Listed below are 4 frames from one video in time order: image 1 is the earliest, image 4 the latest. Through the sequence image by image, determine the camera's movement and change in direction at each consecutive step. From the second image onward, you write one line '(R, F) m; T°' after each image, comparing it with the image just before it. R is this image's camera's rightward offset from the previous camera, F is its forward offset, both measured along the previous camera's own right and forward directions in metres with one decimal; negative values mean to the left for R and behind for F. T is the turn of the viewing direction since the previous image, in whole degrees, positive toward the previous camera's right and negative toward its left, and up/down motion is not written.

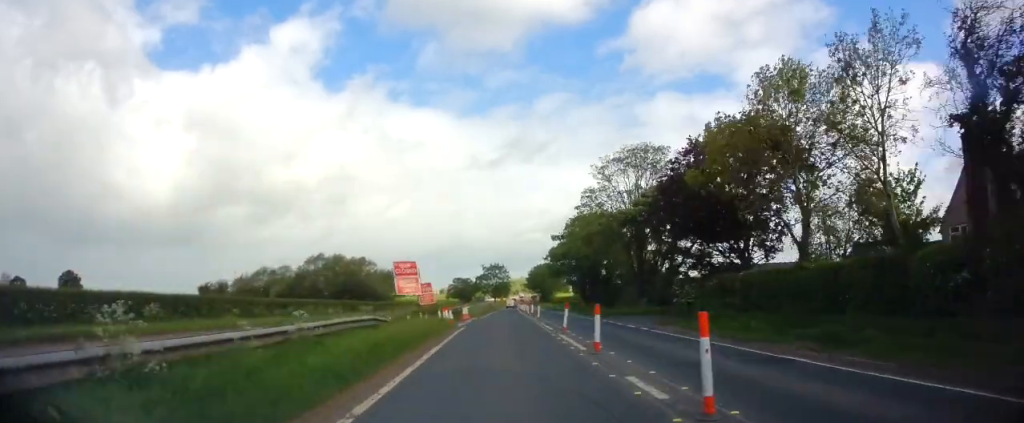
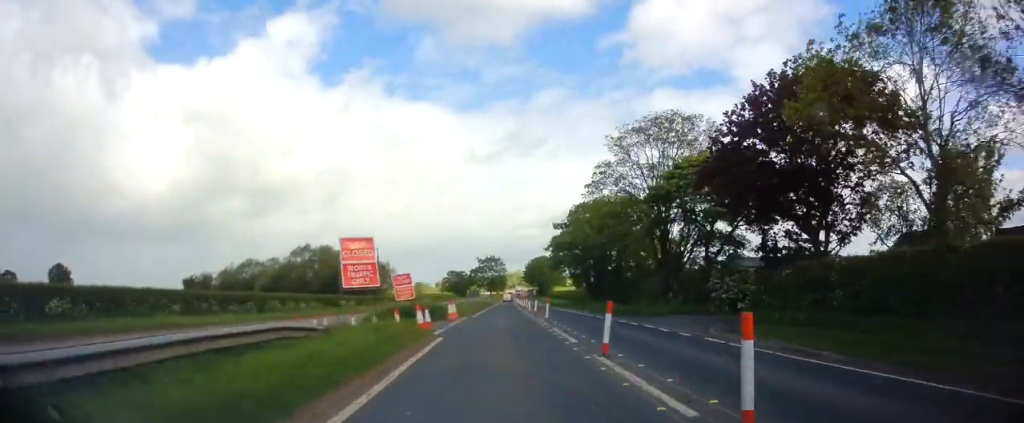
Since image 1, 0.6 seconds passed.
(0.0, +7.6) m; +1°
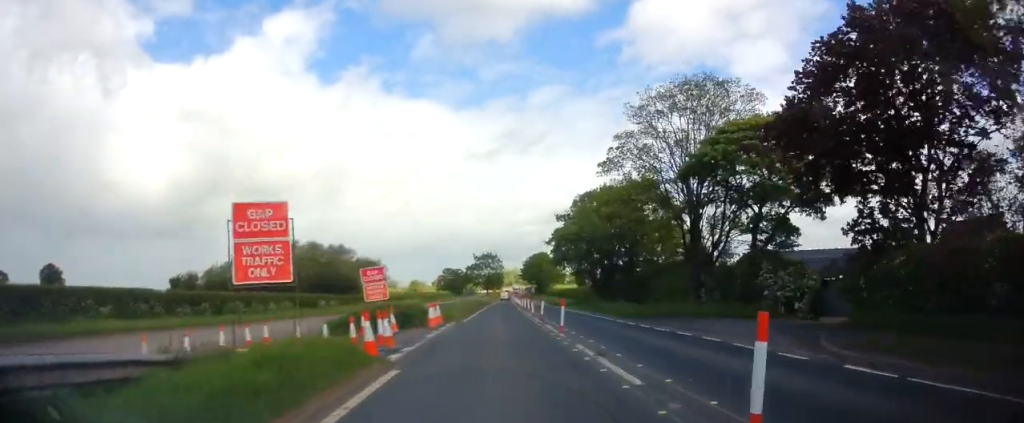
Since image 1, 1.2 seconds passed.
(0.0, +6.8) m; +1°
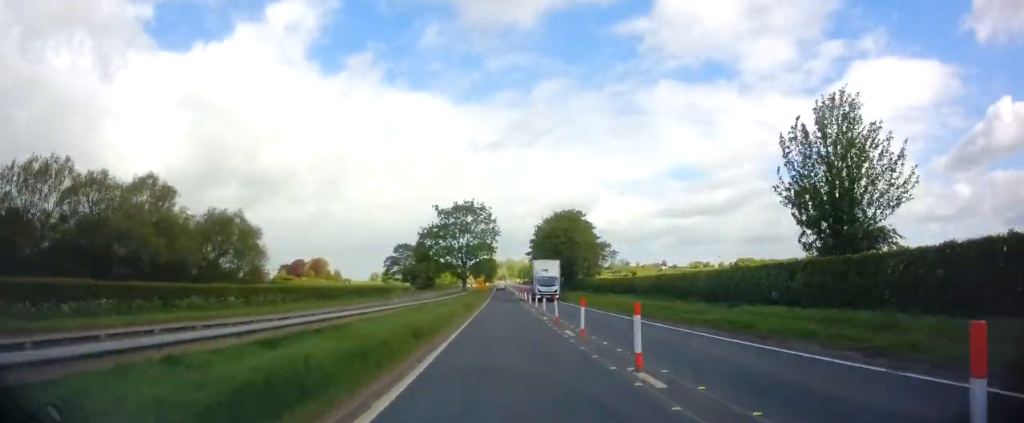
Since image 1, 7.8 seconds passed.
(+0.6, +81.1) m; +1°
